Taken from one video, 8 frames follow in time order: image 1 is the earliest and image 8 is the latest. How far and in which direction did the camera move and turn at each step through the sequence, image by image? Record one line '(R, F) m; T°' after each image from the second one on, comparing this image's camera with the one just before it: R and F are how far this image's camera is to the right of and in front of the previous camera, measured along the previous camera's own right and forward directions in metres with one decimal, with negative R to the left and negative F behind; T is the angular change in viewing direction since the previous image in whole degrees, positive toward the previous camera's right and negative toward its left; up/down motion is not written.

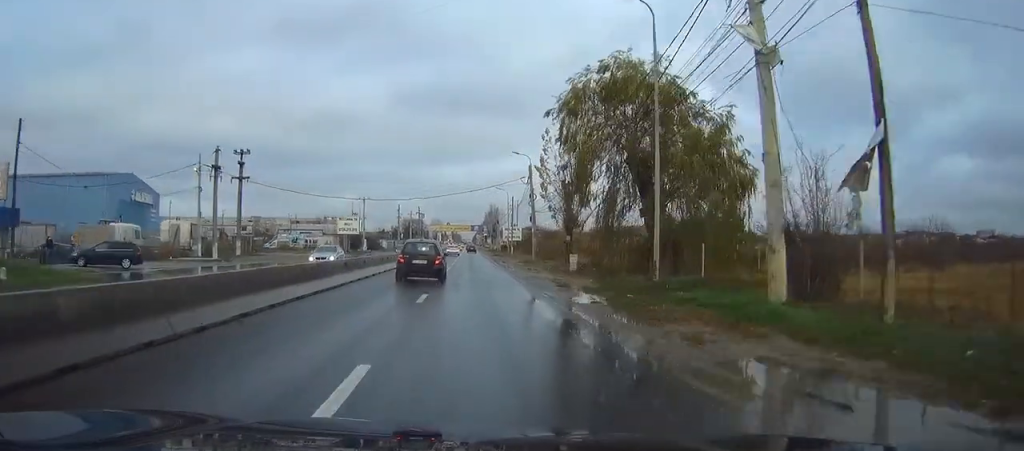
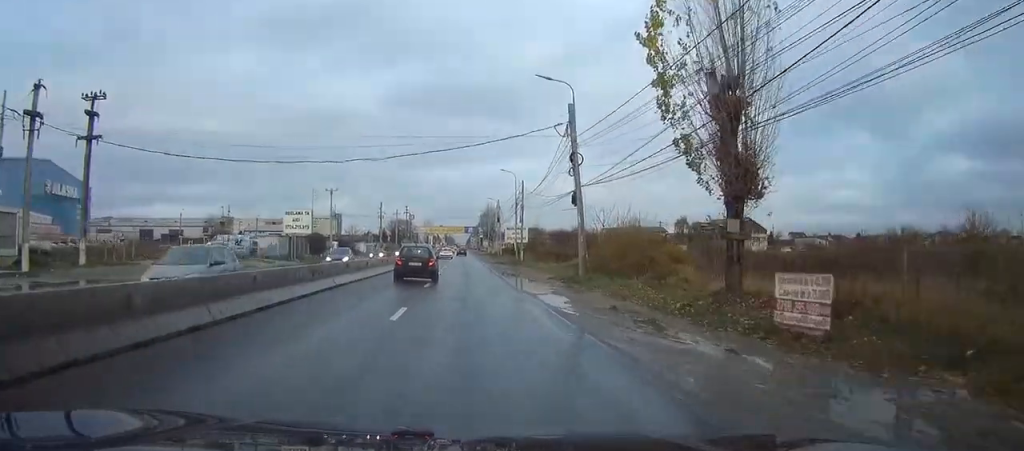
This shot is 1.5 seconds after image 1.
(+0.1, +27.6) m; 0°
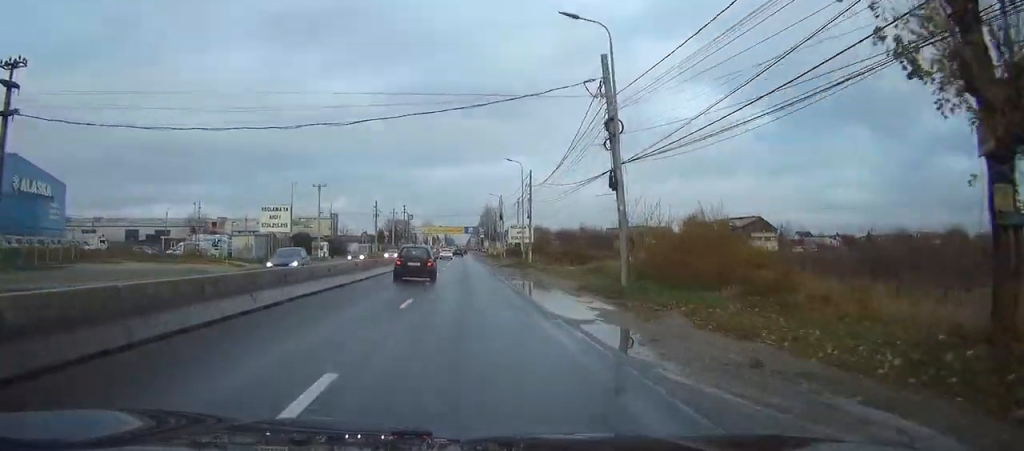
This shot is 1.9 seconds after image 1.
(0.0, +8.9) m; 0°
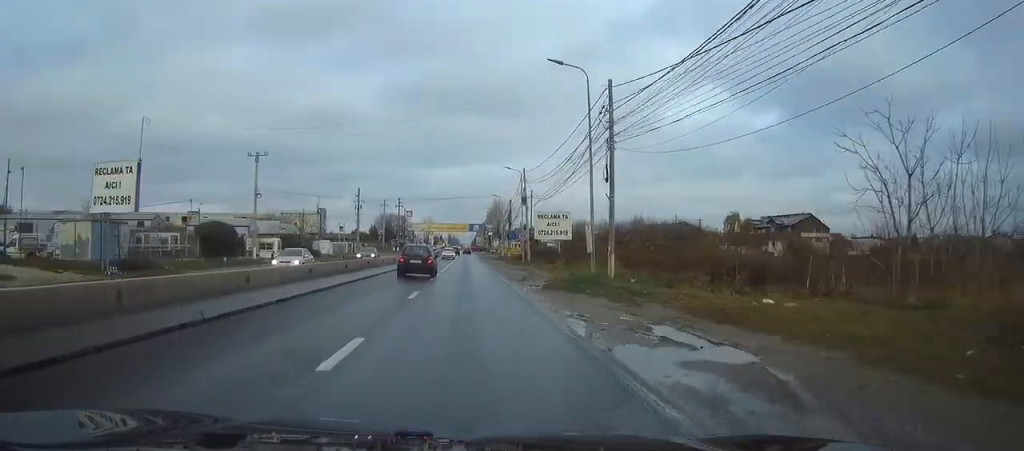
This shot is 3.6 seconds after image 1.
(+0.1, +33.0) m; 0°
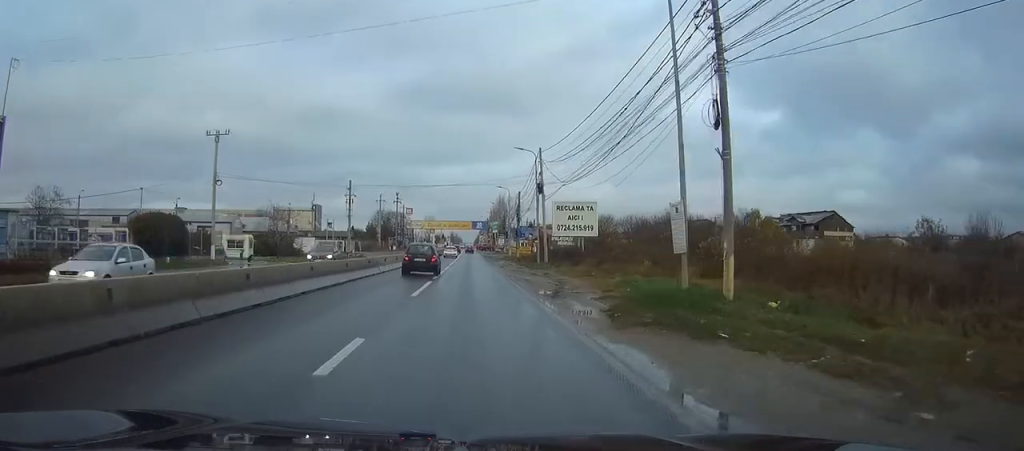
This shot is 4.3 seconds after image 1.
(+0.1, +12.3) m; 0°
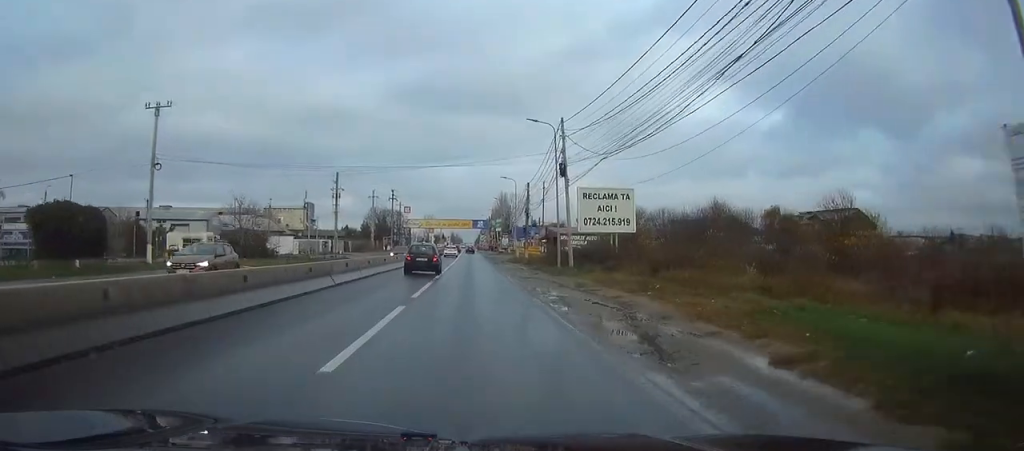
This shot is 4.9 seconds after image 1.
(-0.1, +12.3) m; 0°
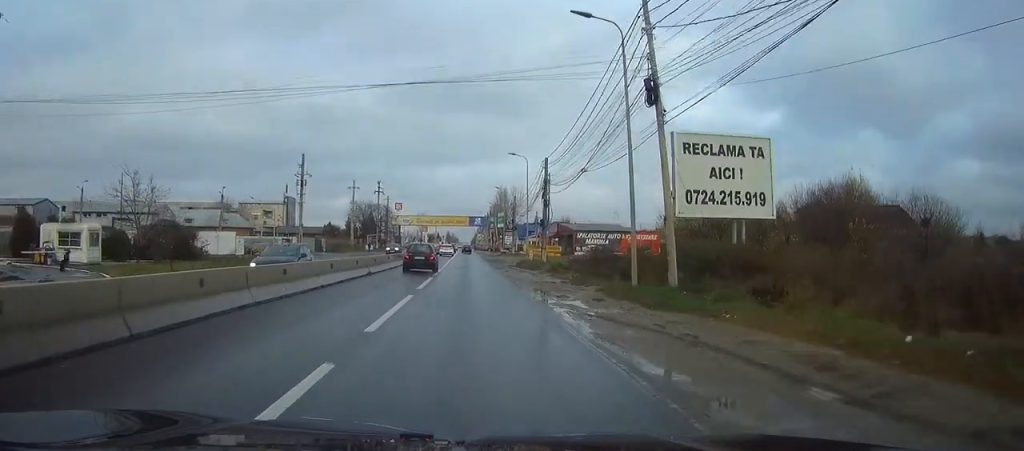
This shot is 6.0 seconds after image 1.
(+0.1, +20.5) m; 0°
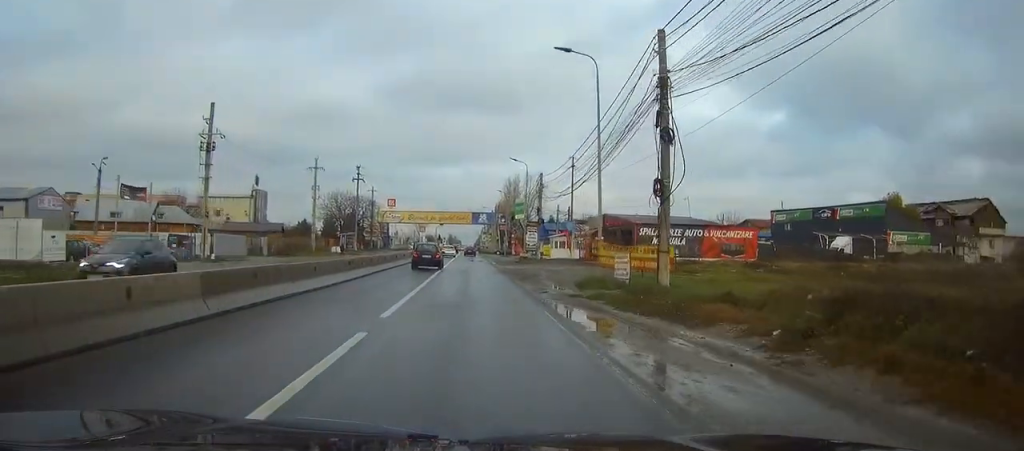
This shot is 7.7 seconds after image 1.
(0.0, +33.1) m; 0°
